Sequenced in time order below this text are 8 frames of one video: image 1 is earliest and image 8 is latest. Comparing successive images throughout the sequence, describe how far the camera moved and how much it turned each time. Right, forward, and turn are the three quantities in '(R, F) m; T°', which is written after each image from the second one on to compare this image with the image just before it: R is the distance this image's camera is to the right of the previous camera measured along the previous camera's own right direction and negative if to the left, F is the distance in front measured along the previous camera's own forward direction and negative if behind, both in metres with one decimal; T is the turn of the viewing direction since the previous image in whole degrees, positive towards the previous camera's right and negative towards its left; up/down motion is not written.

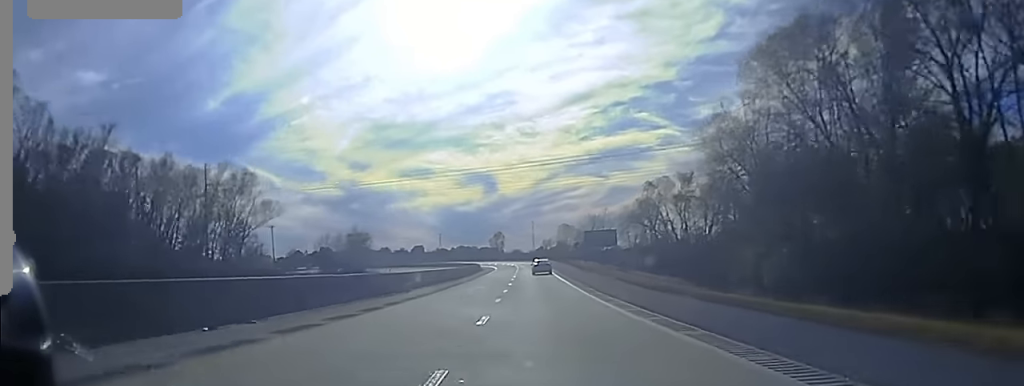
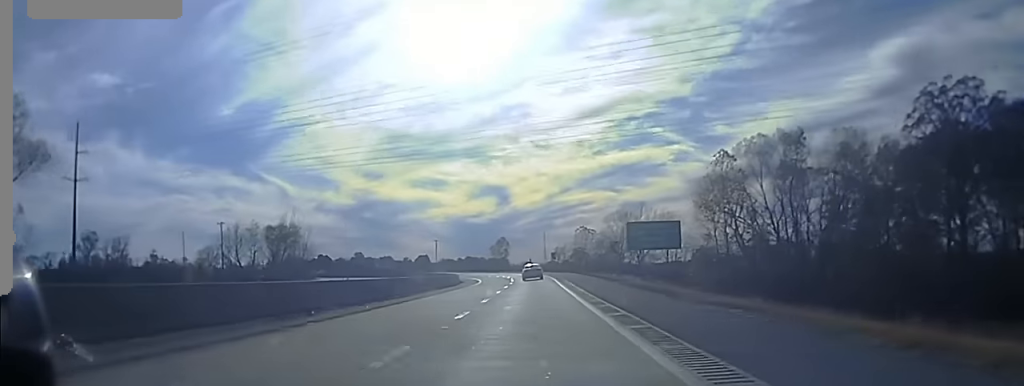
(-0.5, +57.3) m; -2°
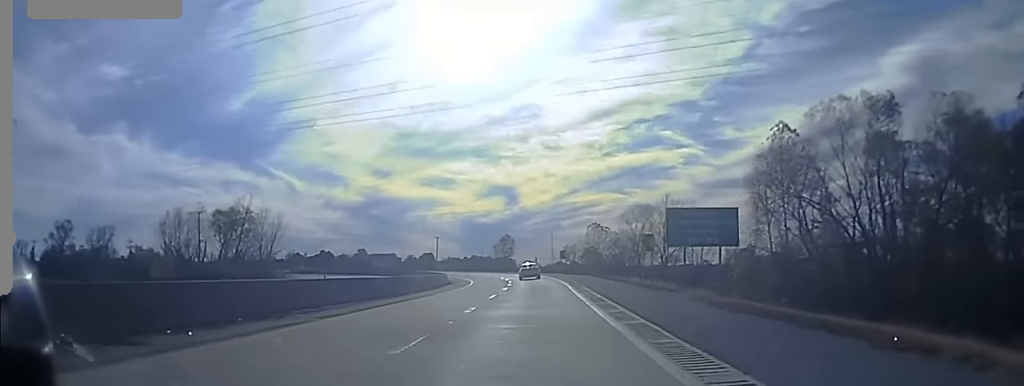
(-0.3, +20.5) m; -1°
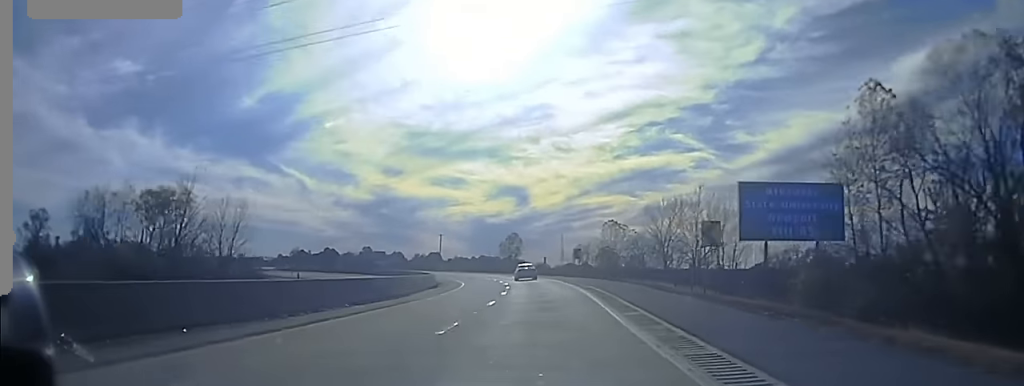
(-0.1, +21.7) m; 0°
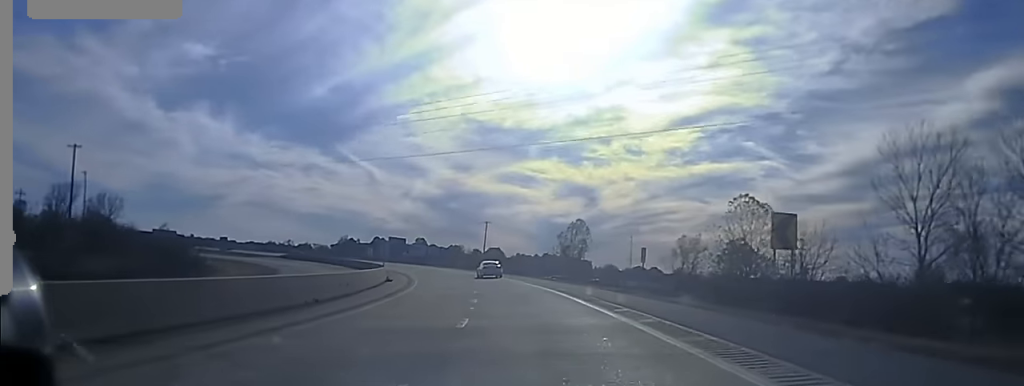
(0.0, +70.9) m; -1°
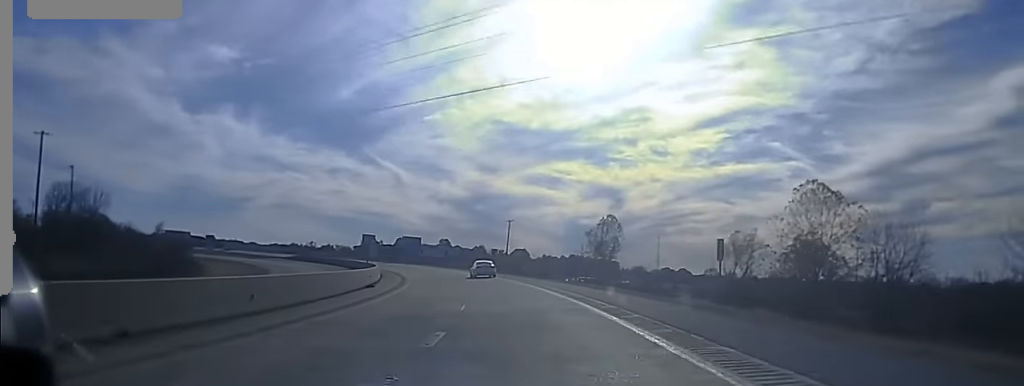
(+0.1, +16.8) m; -2°
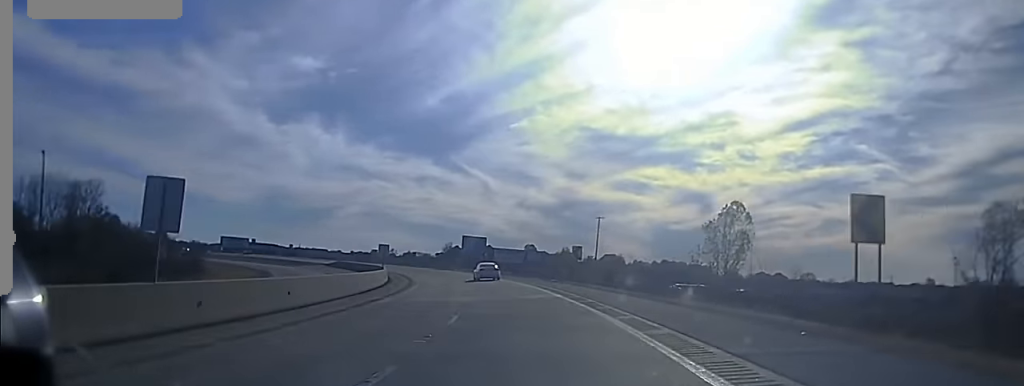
(-1.8, +41.3) m; -7°
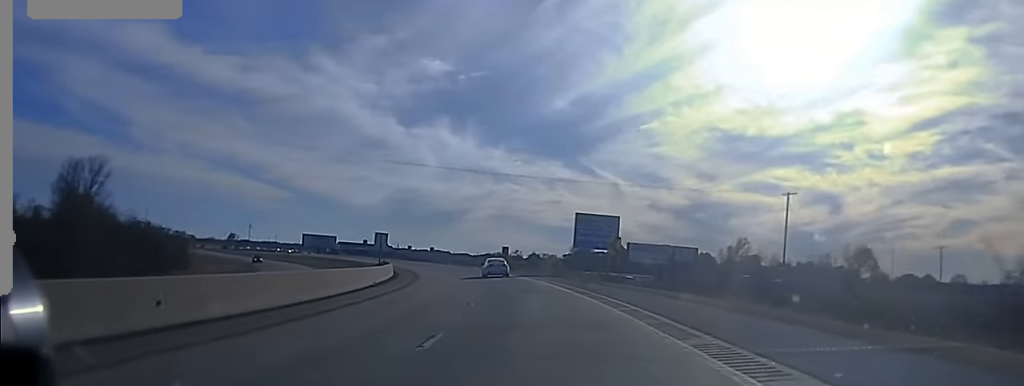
(-7.0, +66.8) m; -10°
